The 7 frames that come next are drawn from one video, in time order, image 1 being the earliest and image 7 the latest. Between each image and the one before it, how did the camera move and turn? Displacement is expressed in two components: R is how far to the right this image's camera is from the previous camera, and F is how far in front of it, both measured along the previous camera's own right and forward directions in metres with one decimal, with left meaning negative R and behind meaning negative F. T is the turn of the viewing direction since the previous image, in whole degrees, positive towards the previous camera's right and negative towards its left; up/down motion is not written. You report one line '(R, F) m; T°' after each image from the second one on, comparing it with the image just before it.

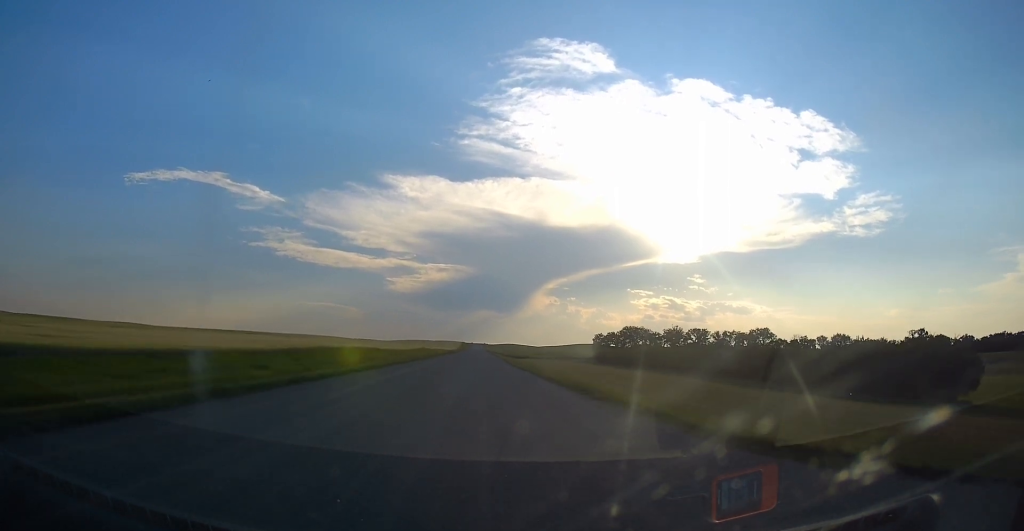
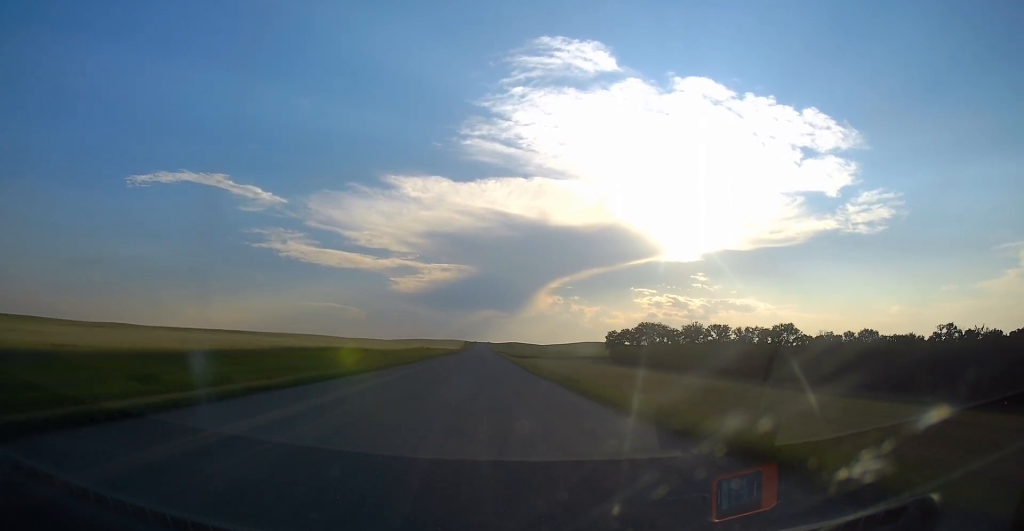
(0.0, +15.1) m; 0°
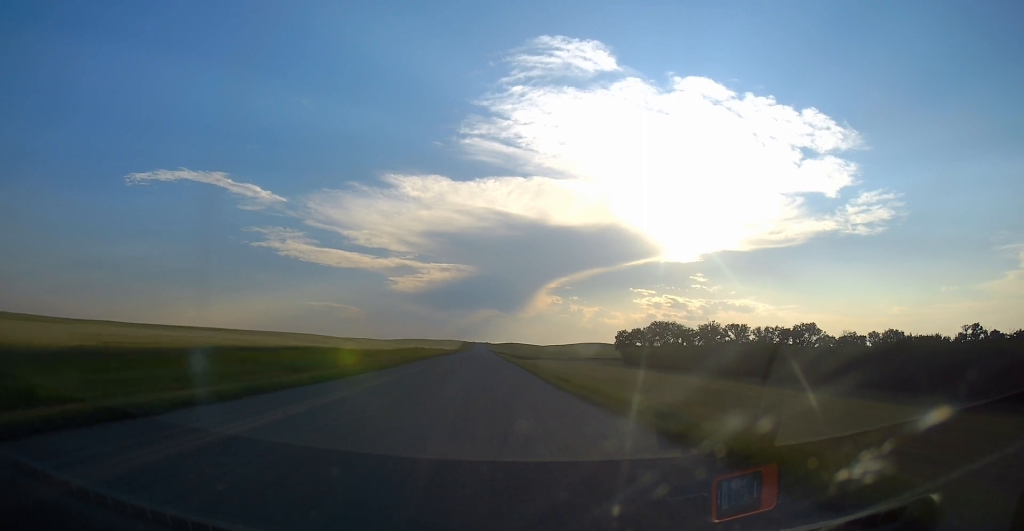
(0.0, +14.6) m; 0°
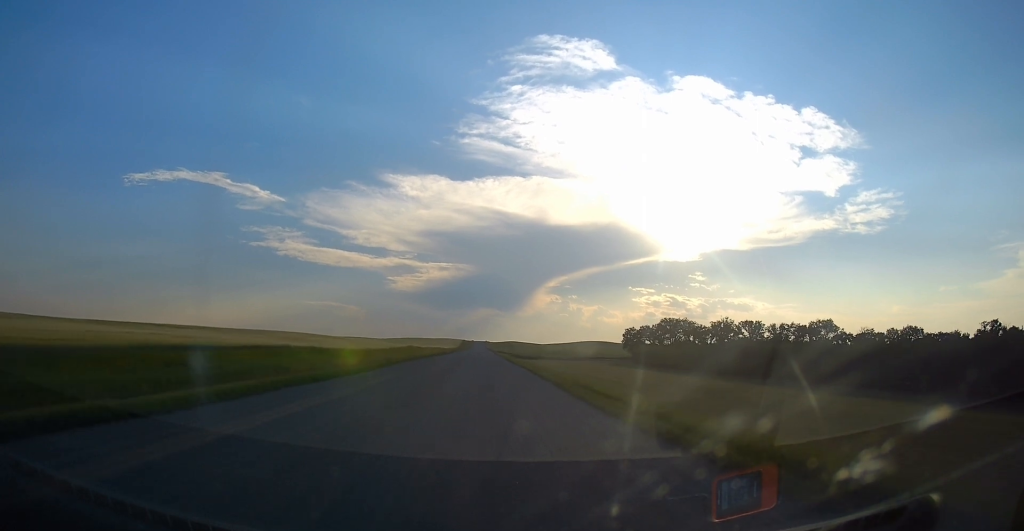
(0.0, +10.1) m; 0°
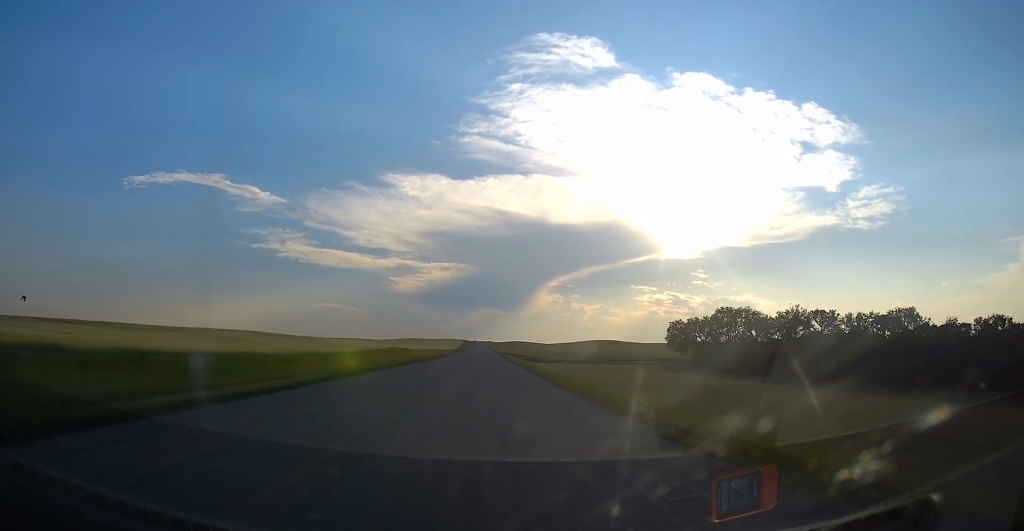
(0.0, +36.1) m; +1°
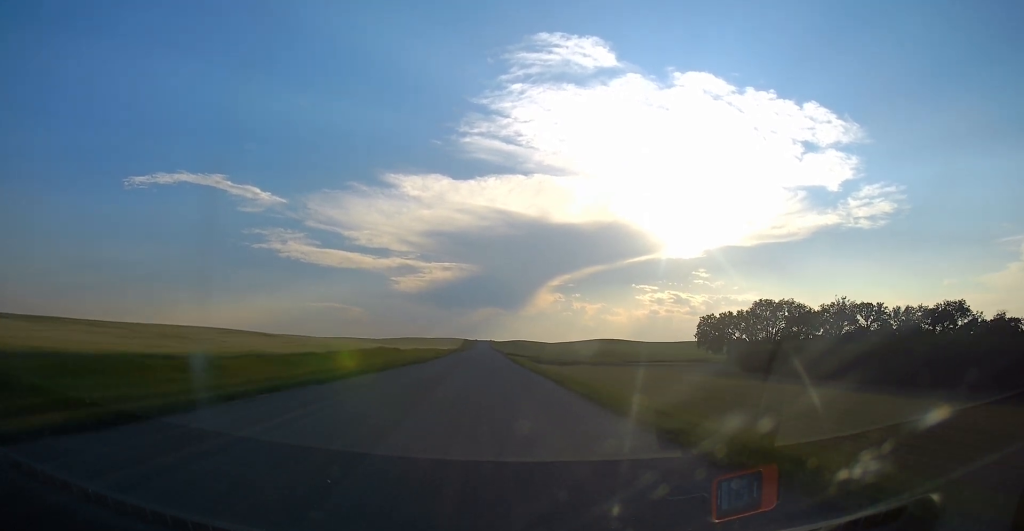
(+0.2, +17.0) m; +1°
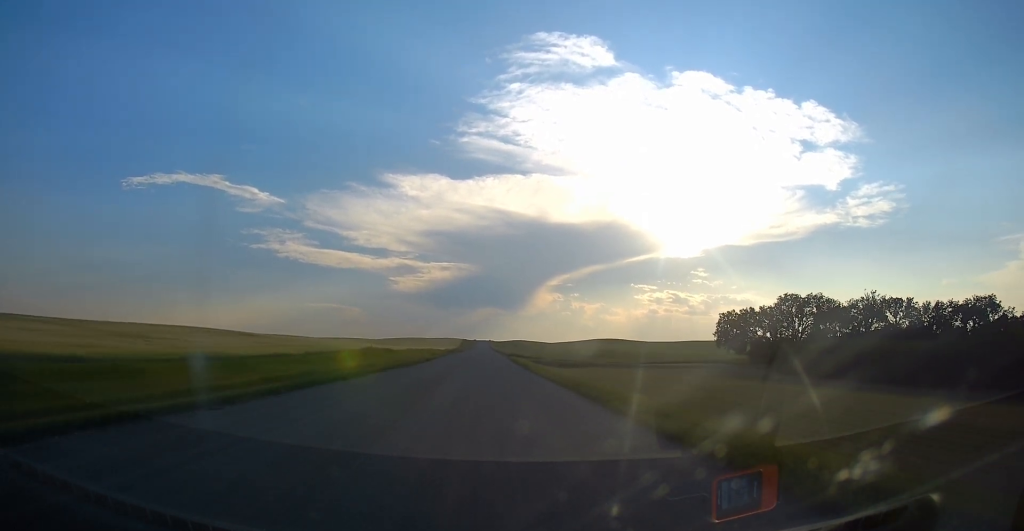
(+0.3, +9.7) m; 0°
